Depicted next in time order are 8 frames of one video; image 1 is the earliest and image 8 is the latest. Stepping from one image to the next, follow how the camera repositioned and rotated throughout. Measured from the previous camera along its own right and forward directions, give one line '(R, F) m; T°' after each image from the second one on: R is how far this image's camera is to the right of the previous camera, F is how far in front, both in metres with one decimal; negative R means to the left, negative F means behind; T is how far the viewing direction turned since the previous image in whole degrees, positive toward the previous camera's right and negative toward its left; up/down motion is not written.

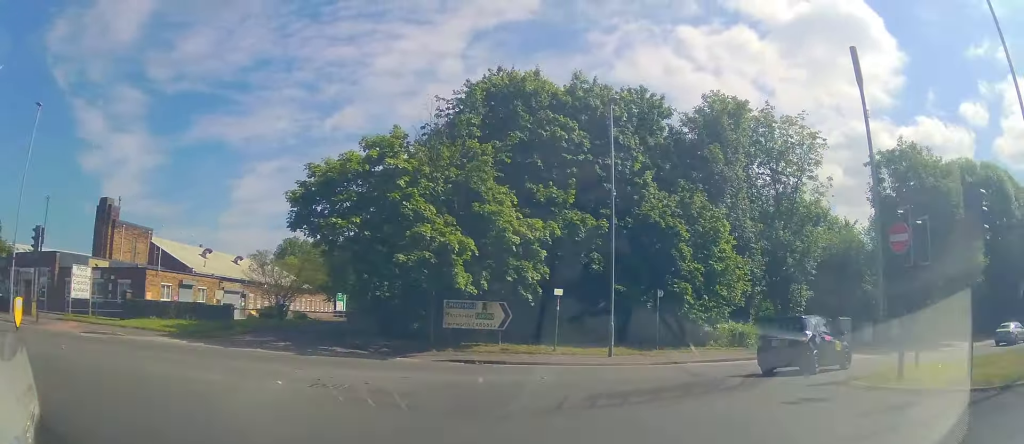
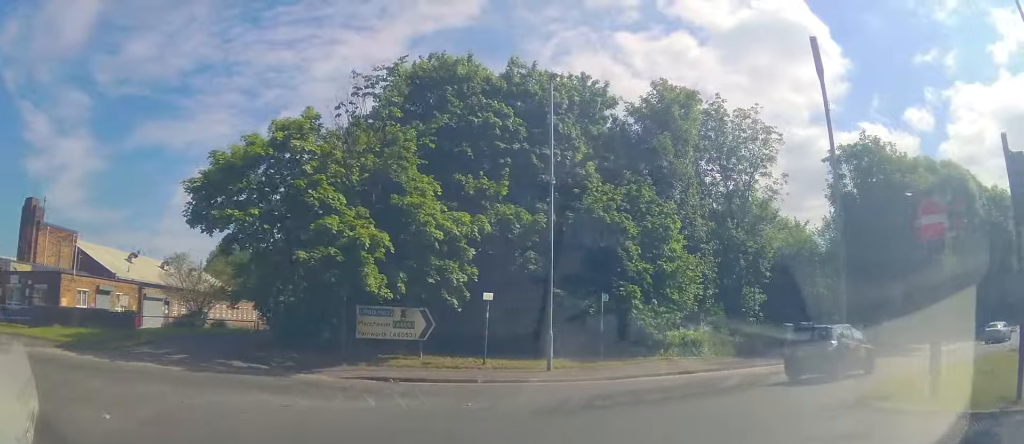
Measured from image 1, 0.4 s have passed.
(+0.1, +3.1) m; +7°
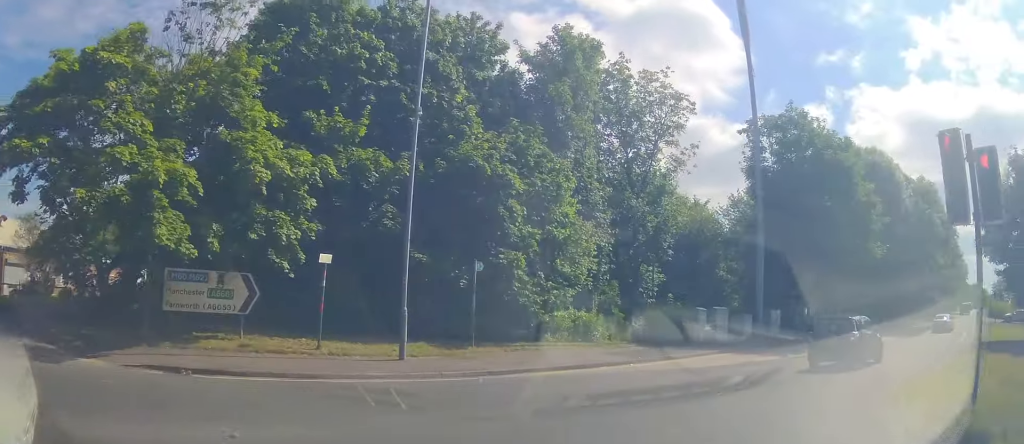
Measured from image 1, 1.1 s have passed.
(+0.4, +4.8) m; +13°
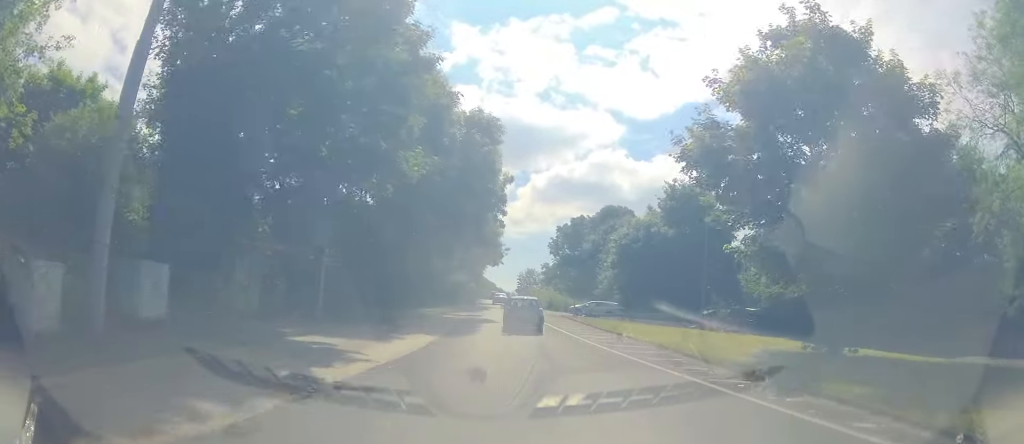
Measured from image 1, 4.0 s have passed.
(+10.2, +16.0) m; +57°
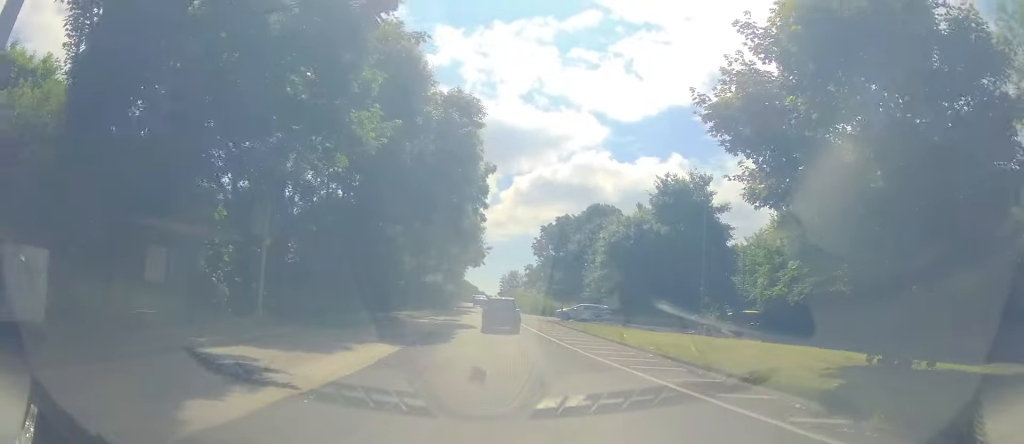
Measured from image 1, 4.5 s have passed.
(-0.1, +3.8) m; +1°
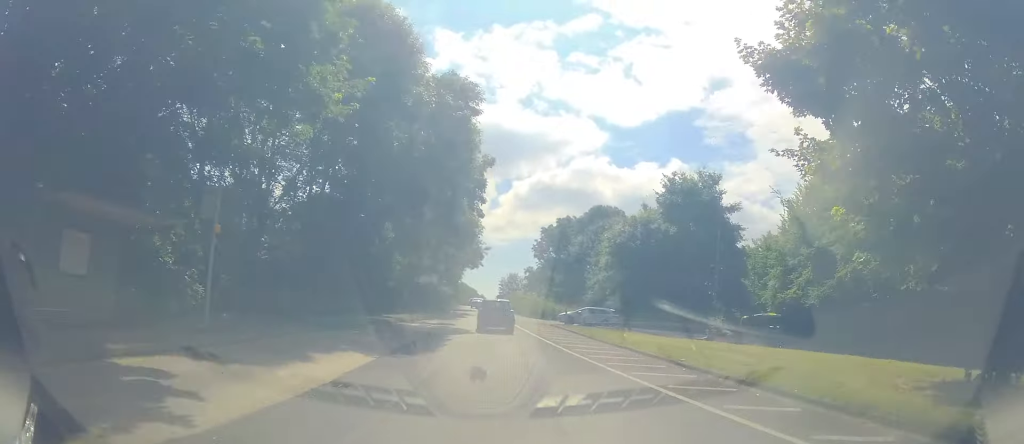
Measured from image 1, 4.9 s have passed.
(-0.1, +3.0) m; +1°
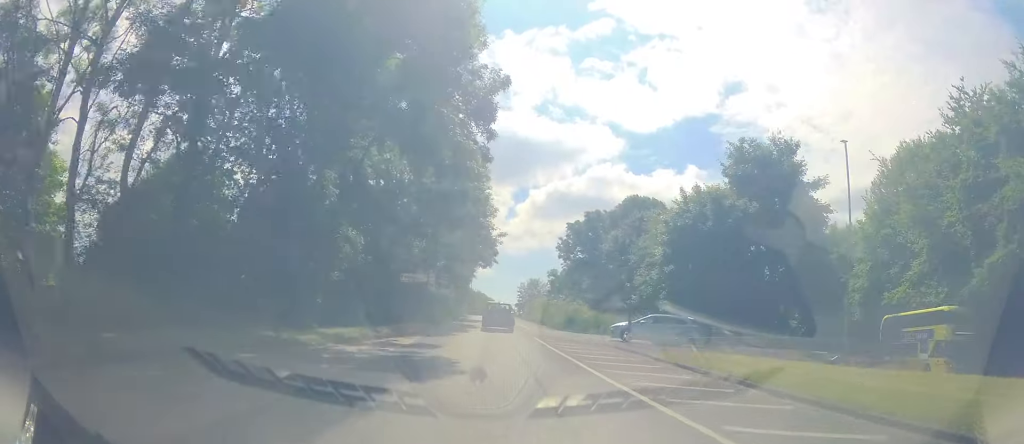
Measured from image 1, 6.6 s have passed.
(+0.3, +14.1) m; -2°
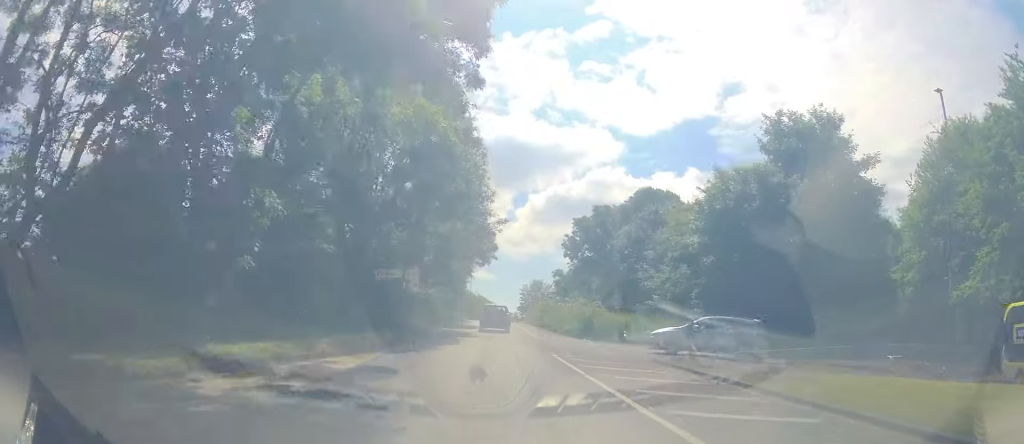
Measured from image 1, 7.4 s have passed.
(-0.1, +7.5) m; -2°
